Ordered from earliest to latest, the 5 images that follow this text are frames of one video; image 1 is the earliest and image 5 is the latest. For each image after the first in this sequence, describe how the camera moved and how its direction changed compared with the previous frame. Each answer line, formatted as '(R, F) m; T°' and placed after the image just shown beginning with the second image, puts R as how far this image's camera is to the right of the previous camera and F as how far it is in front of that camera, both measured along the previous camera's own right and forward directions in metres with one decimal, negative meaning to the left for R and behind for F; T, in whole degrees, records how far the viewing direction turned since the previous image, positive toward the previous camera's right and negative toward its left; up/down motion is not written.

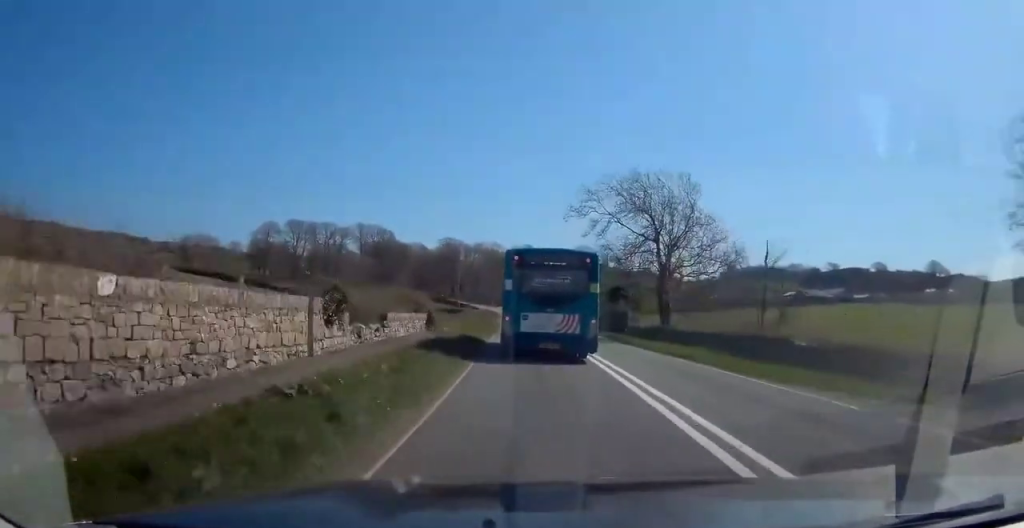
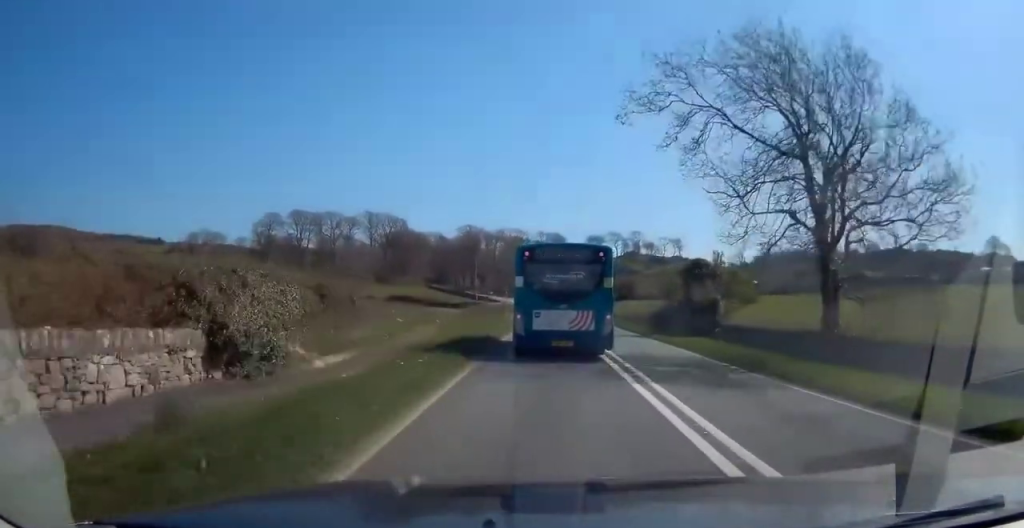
(-1.3, +21.9) m; -3°
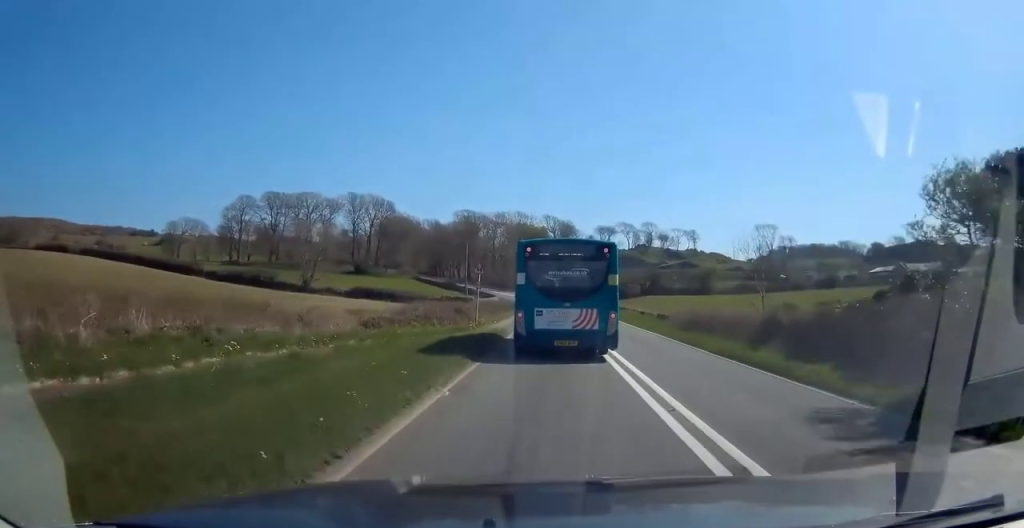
(+0.8, +26.2) m; +1°
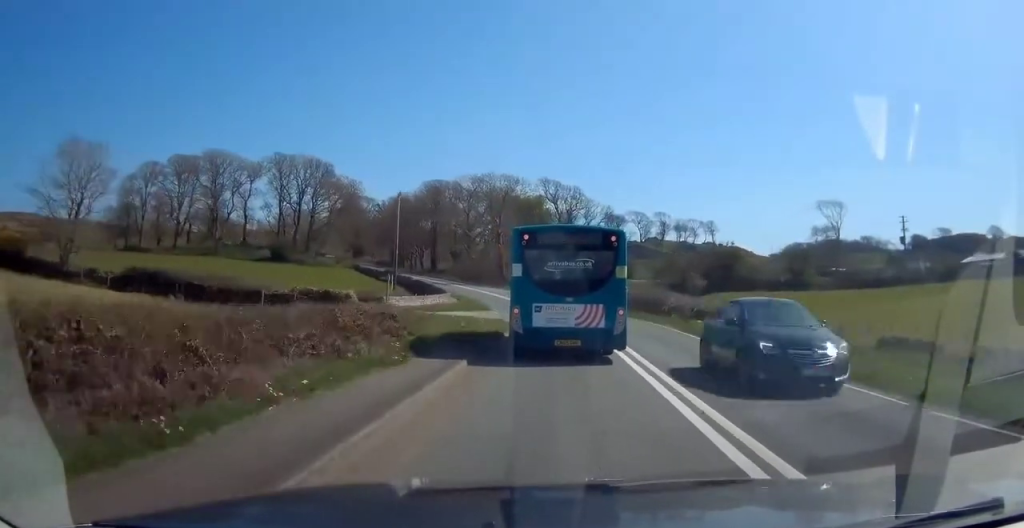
(-2.9, +51.1) m; -2°
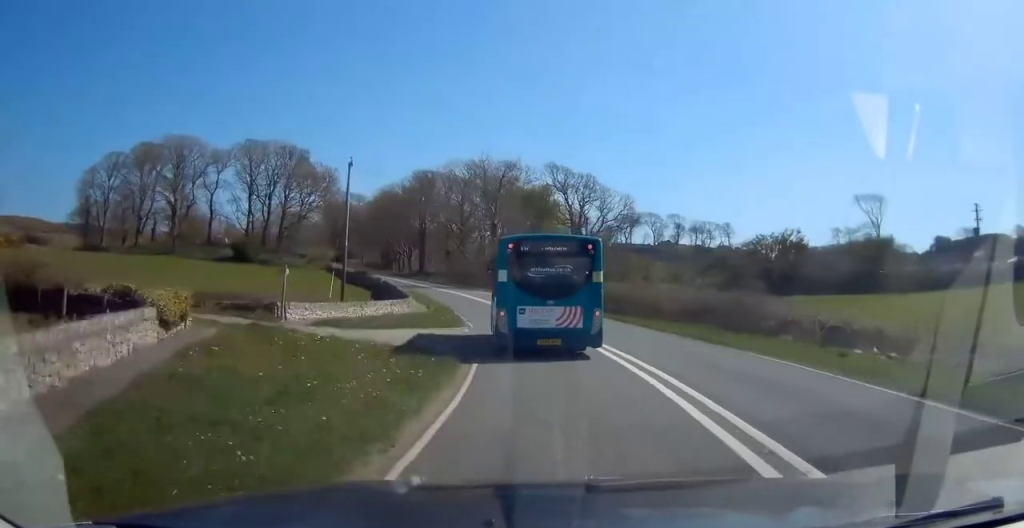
(+0.1, +18.5) m; -2°
